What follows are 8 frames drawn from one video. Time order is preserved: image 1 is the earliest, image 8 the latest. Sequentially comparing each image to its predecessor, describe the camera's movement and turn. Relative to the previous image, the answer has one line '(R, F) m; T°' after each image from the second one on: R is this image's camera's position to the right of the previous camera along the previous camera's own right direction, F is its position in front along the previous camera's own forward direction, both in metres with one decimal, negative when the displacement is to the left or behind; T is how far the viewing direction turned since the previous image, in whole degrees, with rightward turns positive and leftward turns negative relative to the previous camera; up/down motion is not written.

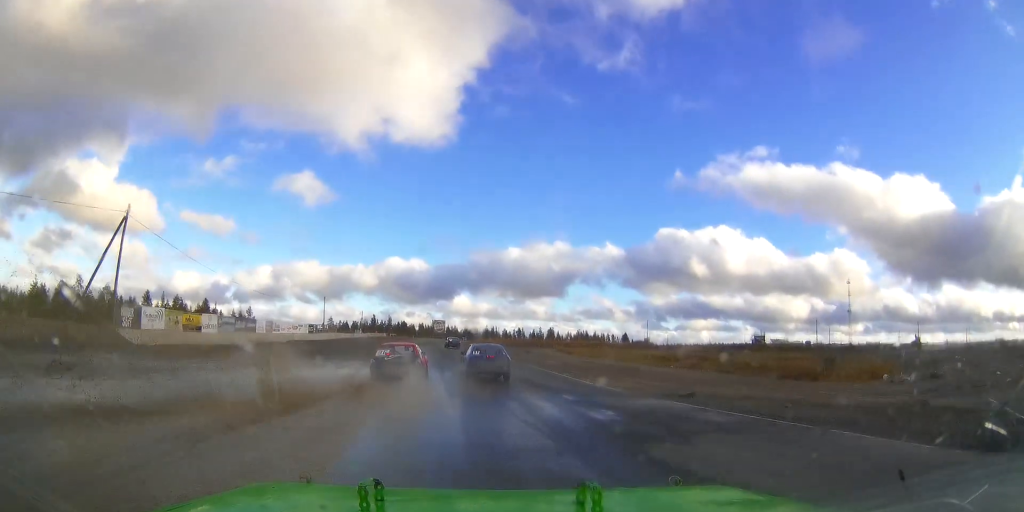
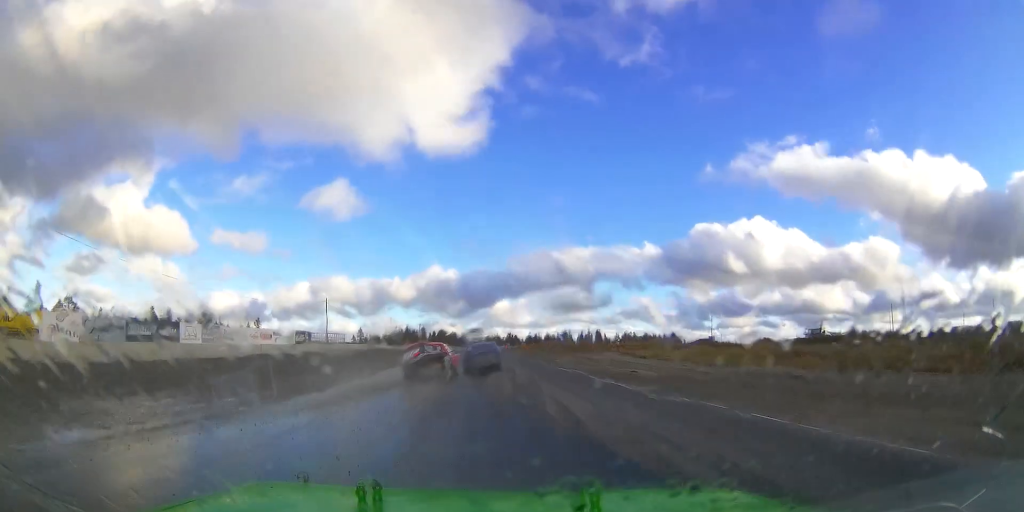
(-0.1, +19.1) m; 0°
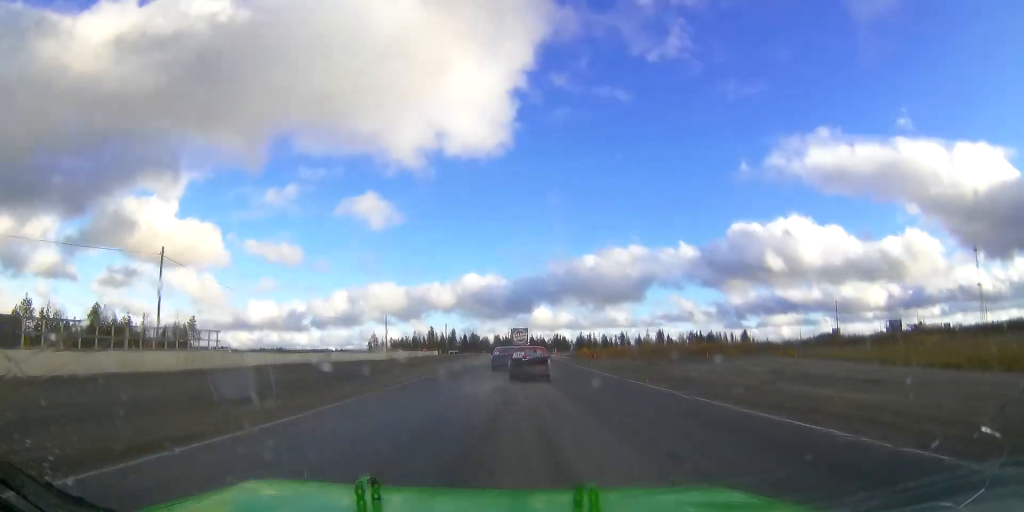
(+0.3, +43.2) m; -1°
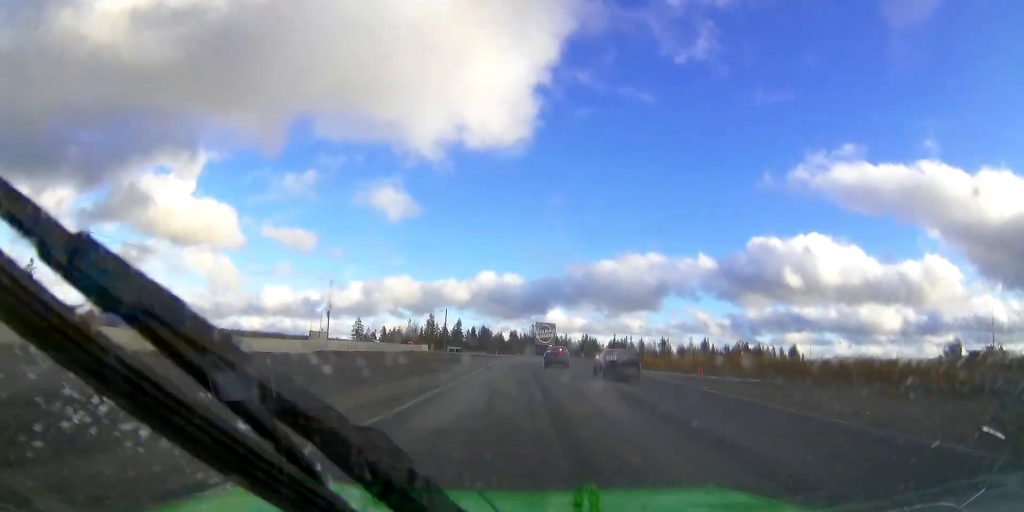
(-0.1, +37.9) m; +3°
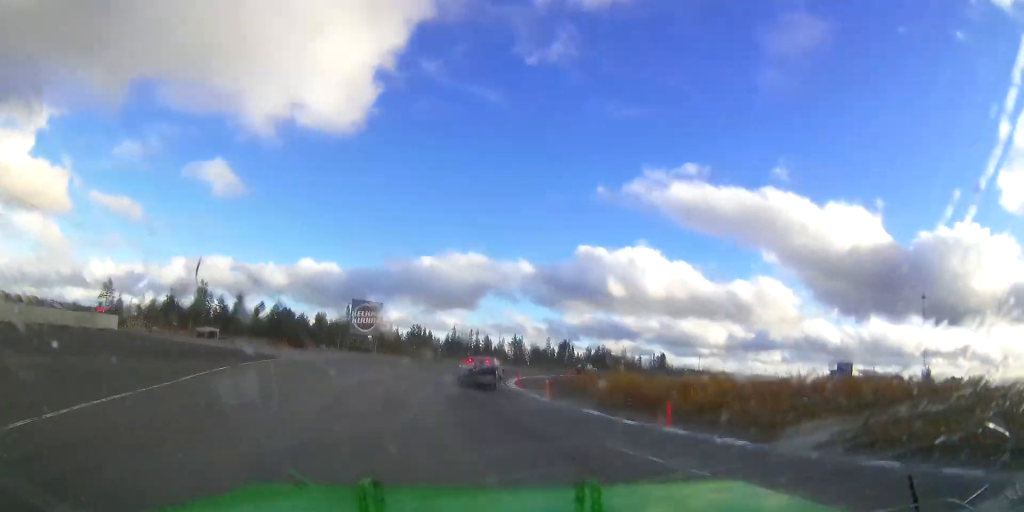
(+3.8, +40.8) m; +17°
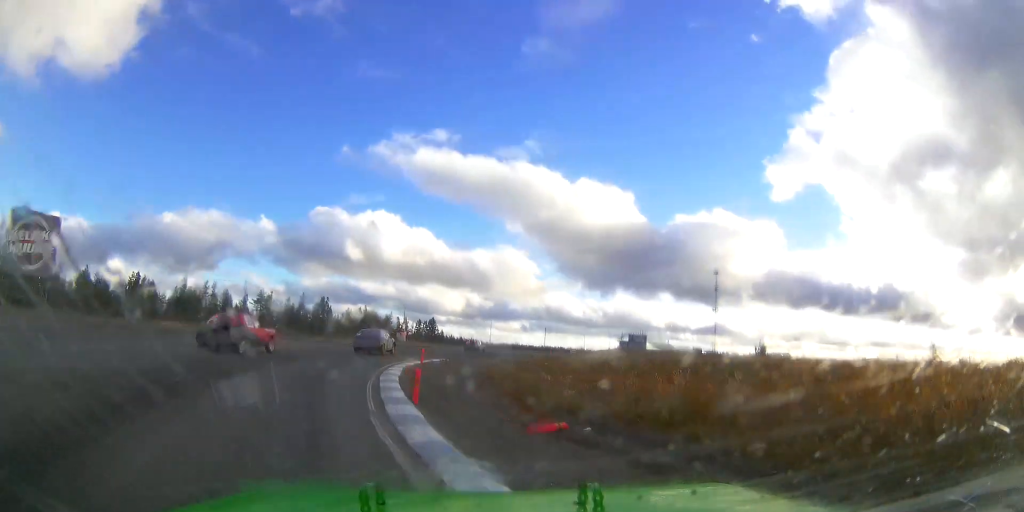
(+6.0, +29.4) m; +20°
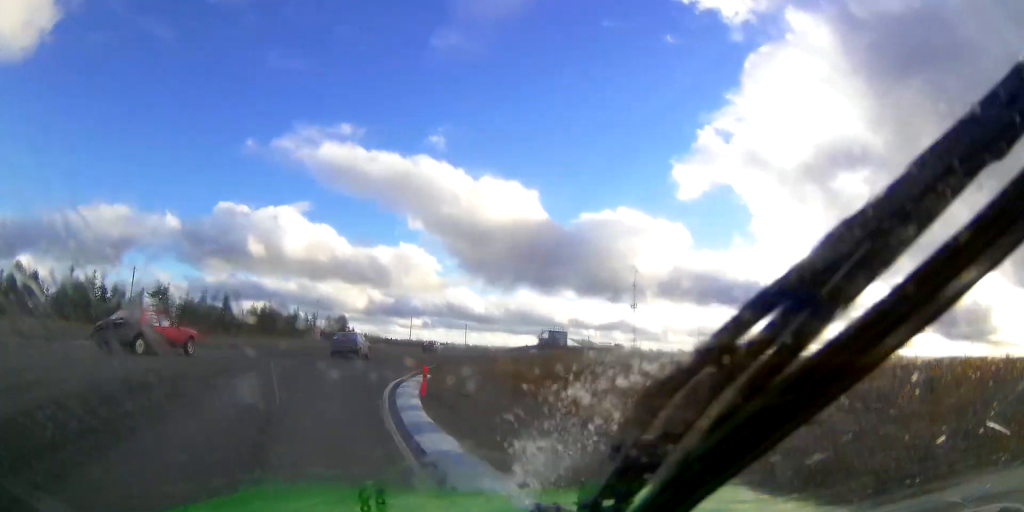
(+1.3, +12.0) m; +7°
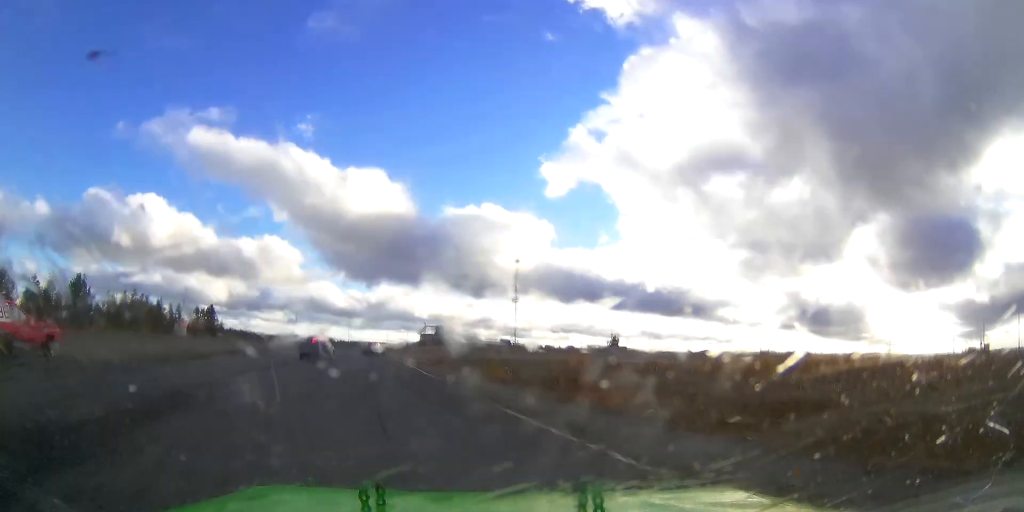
(+0.2, +16.3) m; 0°
